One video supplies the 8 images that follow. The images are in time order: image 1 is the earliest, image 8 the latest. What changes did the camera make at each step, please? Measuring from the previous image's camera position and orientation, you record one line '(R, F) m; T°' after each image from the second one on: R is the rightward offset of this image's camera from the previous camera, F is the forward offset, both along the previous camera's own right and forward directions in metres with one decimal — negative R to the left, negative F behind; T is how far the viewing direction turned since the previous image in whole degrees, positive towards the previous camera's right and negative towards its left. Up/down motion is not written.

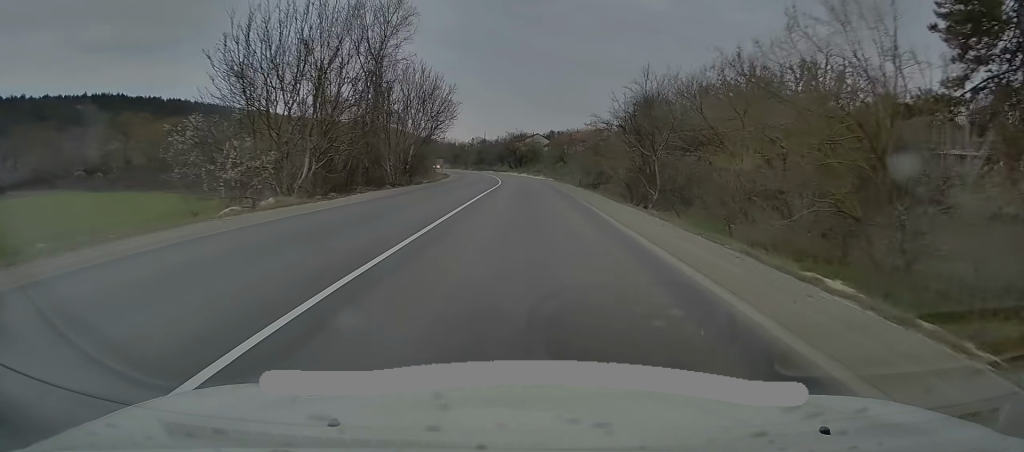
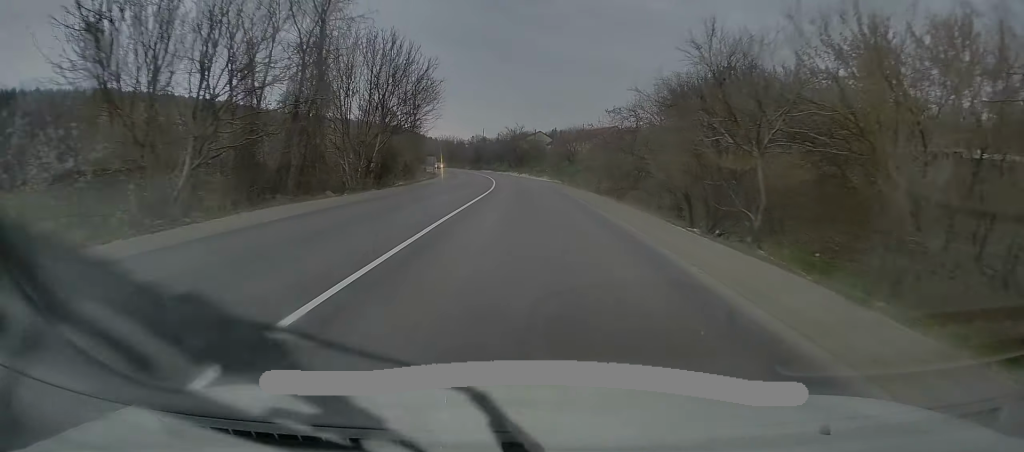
(+0.1, +12.7) m; 0°
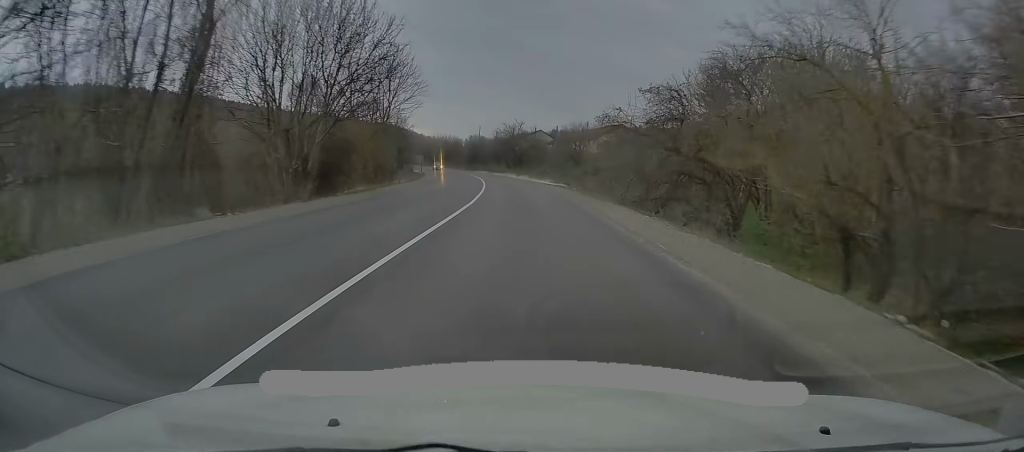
(0.0, +11.8) m; 0°
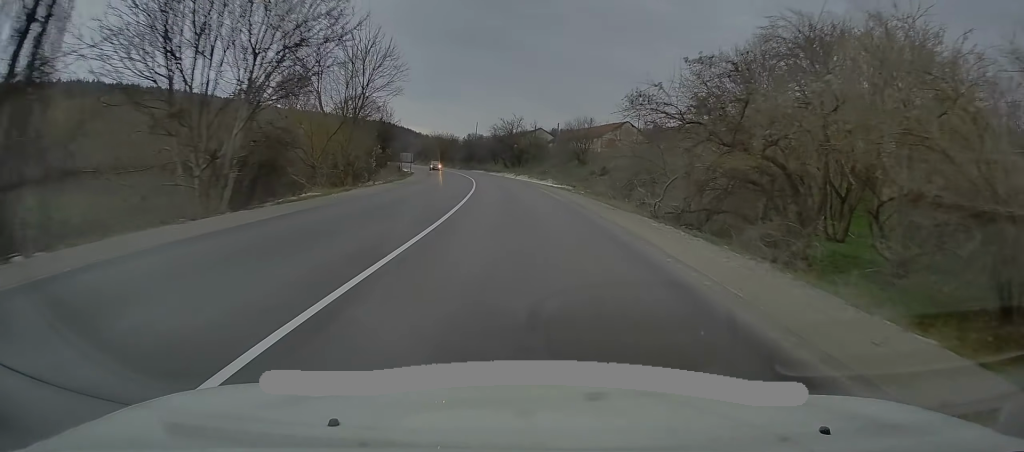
(0.0, +8.3) m; 0°
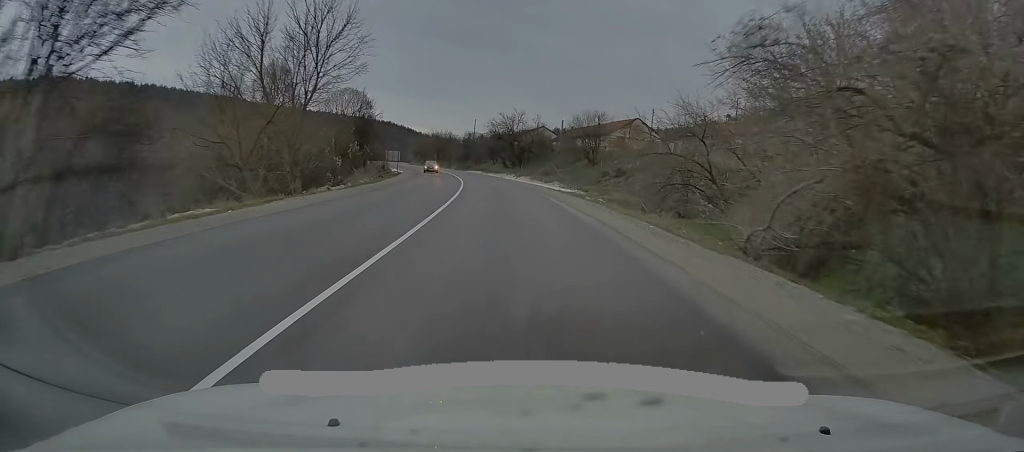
(-0.1, +10.3) m; 0°
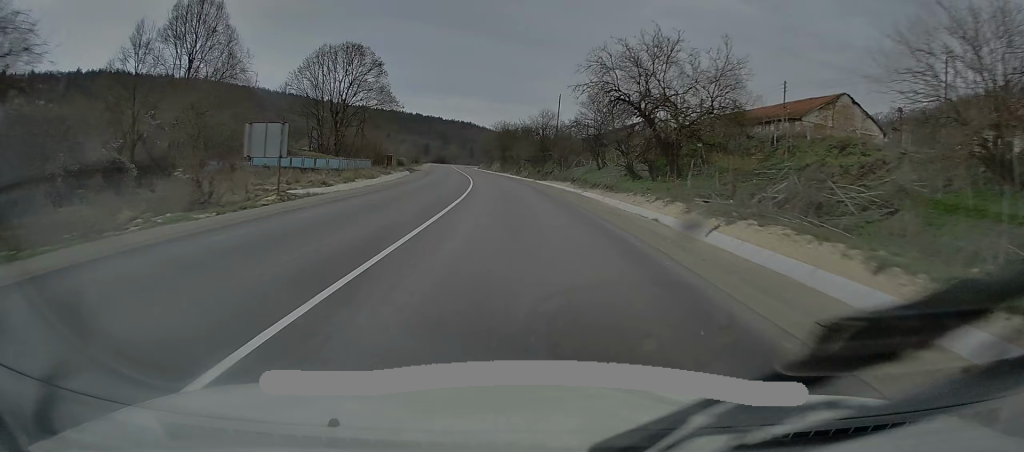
(-2.3, +56.1) m; -6°
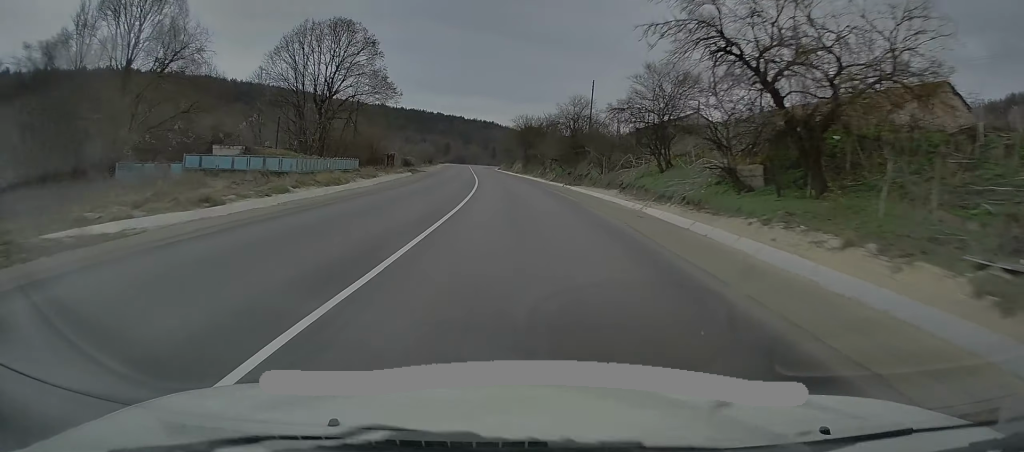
(-0.3, +15.1) m; -2°
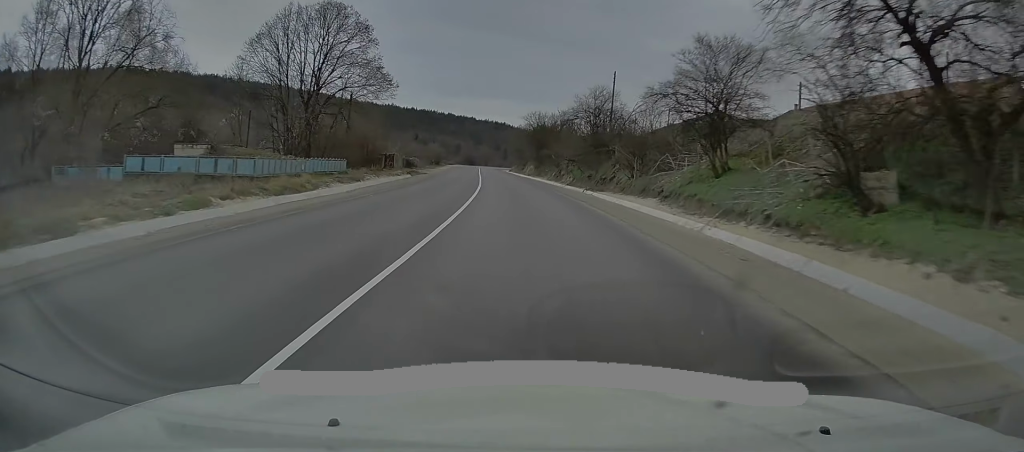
(0.0, +7.9) m; -1°
